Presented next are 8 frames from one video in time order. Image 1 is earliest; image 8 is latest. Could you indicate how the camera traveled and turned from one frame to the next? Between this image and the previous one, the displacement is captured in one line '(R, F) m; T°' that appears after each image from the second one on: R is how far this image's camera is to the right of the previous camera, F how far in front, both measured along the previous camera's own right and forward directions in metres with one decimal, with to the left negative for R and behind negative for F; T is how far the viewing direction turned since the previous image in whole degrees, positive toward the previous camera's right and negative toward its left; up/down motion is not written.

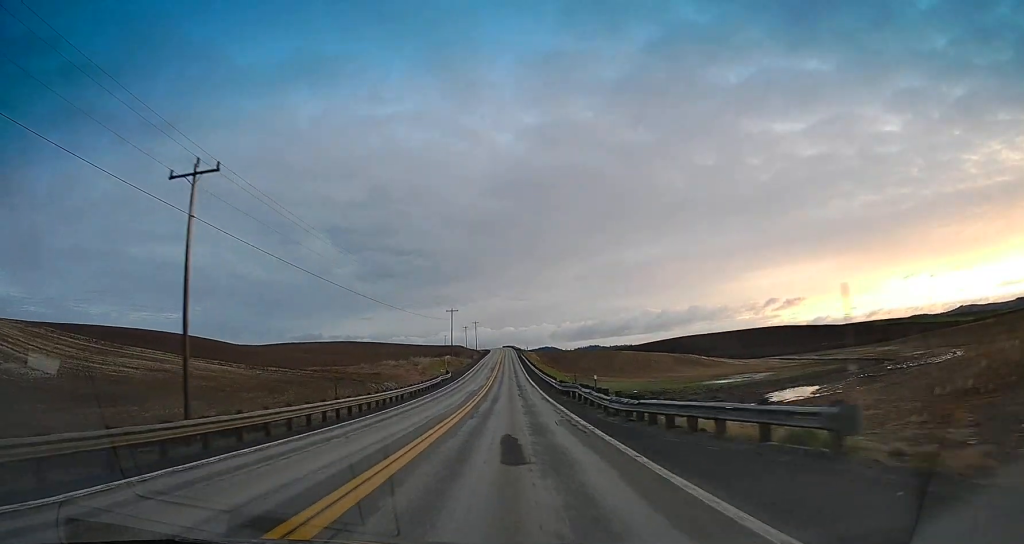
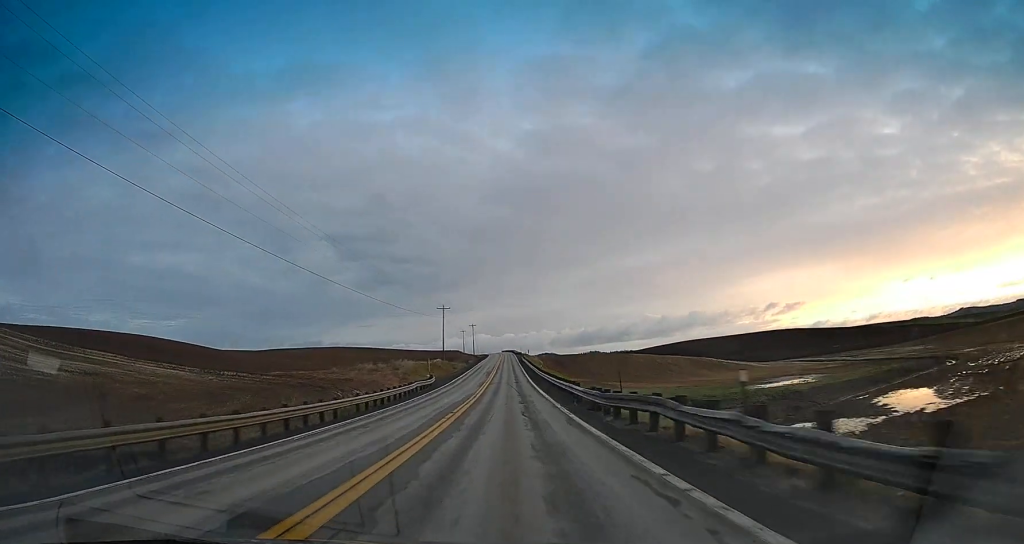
(-0.8, +15.4) m; -1°
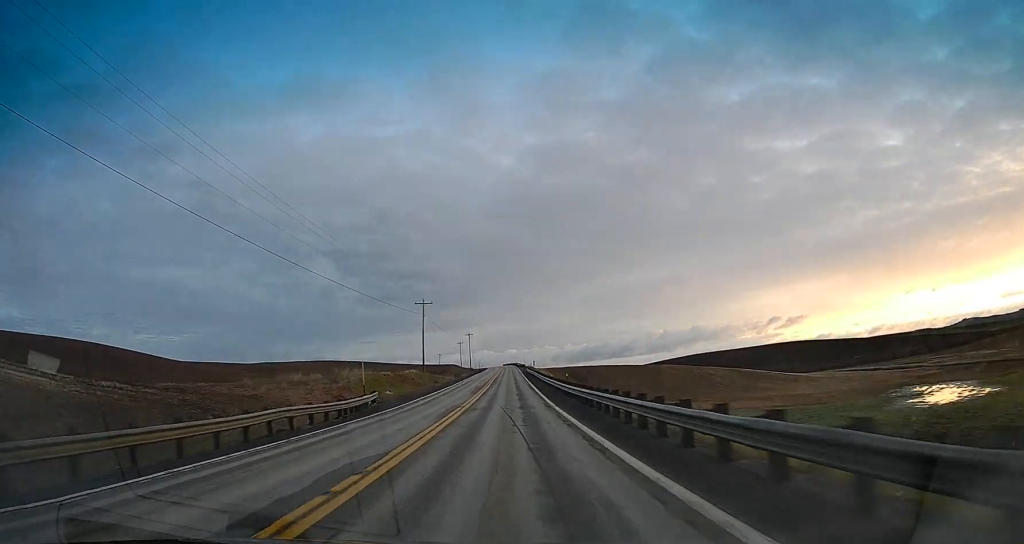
(+0.2, +28.0) m; +2°
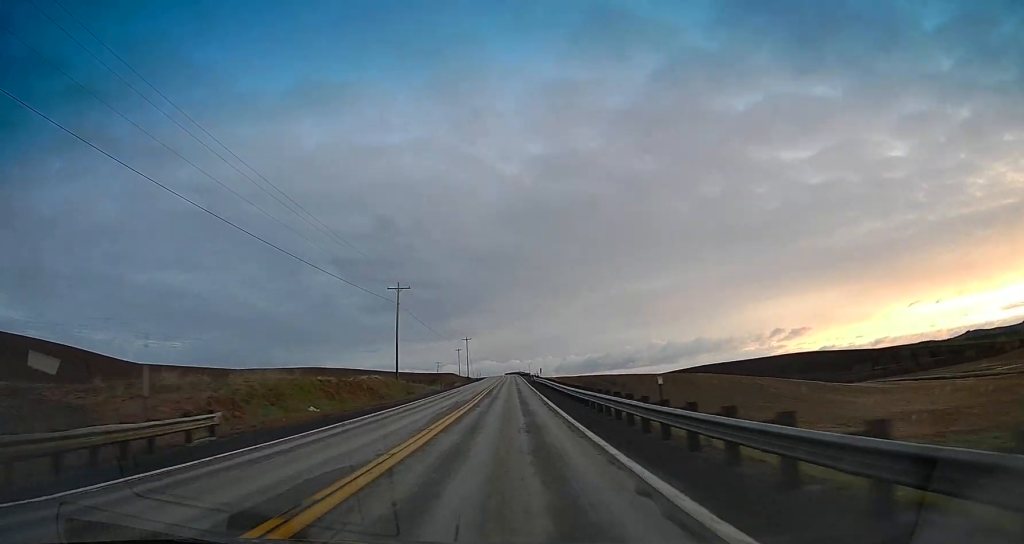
(+0.4, +21.6) m; 0°
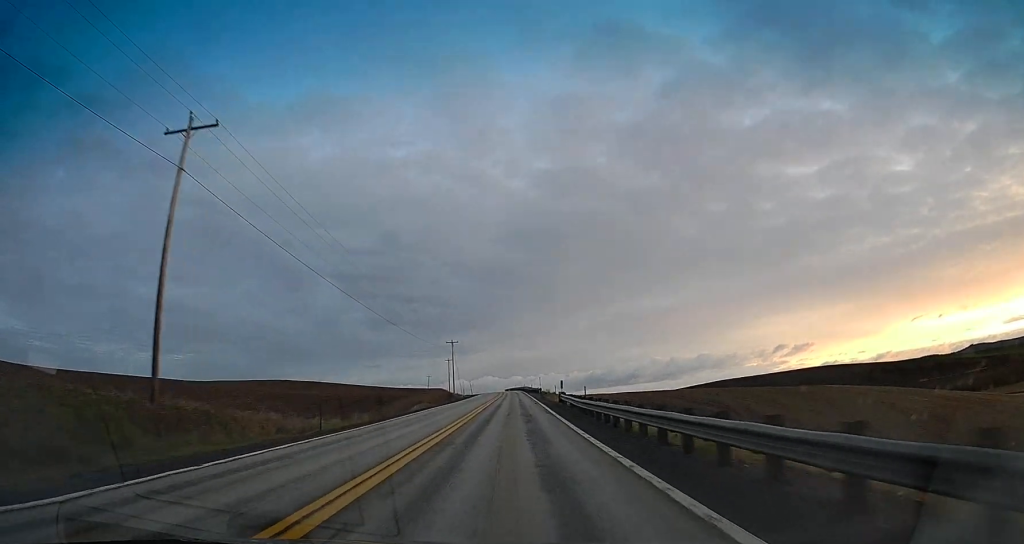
(-0.9, +46.1) m; -2°
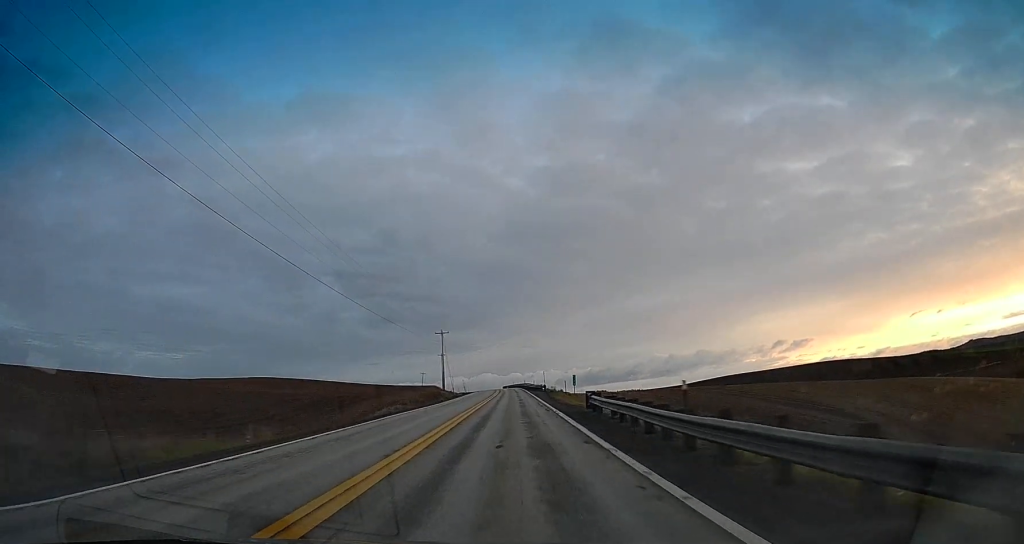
(0.0, +15.7) m; 0°
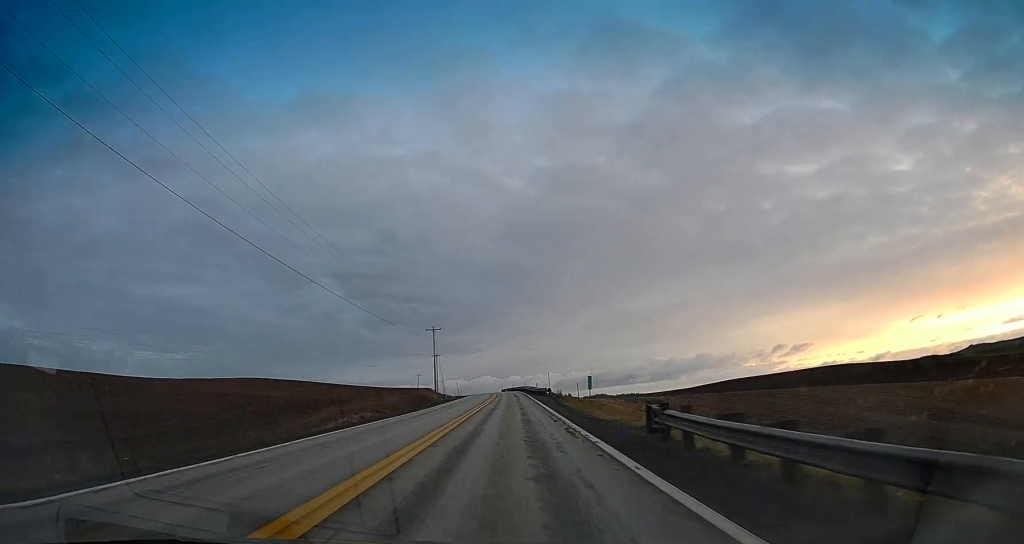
(0.0, +11.3) m; 0°
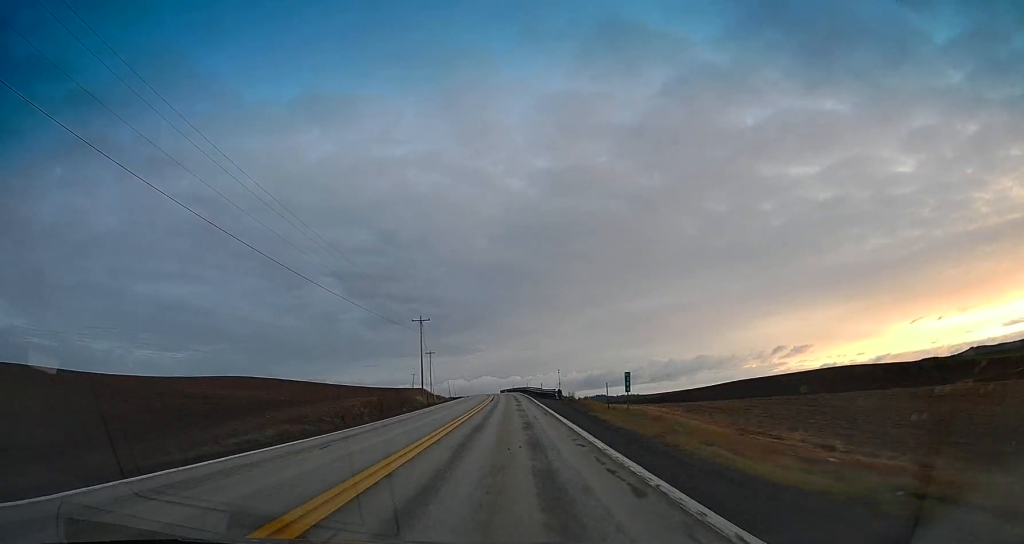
(0.0, +13.8) m; 0°
